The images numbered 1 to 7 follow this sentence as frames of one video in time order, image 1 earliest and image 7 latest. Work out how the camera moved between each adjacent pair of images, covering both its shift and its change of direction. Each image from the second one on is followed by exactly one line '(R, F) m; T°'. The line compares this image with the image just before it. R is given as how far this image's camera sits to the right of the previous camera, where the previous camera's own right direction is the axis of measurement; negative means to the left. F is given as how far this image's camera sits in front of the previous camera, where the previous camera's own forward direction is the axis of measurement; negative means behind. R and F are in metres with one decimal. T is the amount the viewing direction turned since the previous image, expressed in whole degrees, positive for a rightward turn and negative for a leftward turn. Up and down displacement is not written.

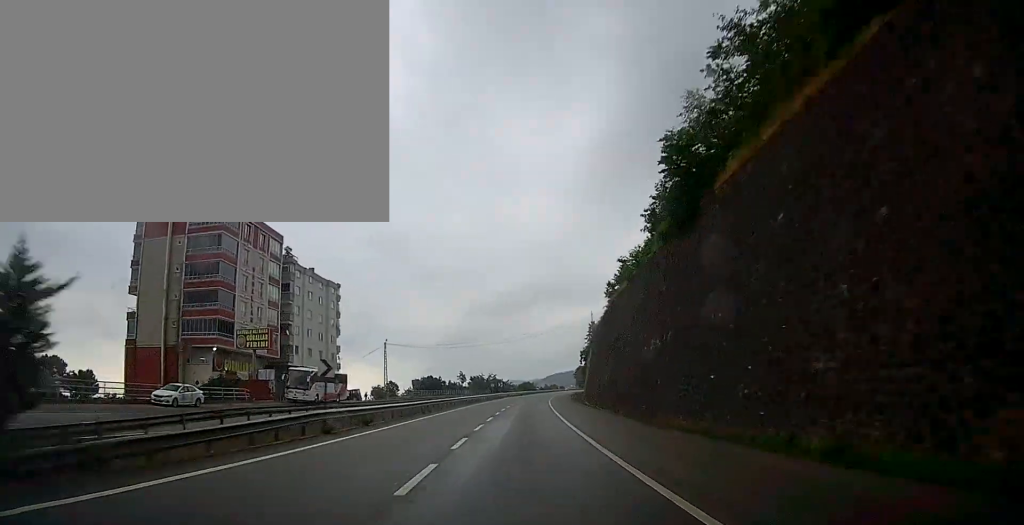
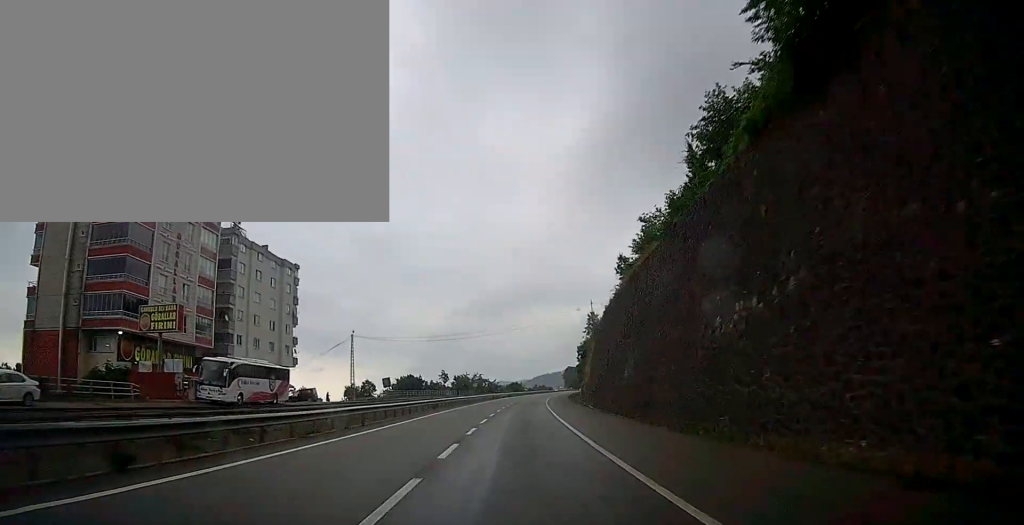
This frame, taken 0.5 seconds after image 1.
(+0.2, +14.7) m; +2°
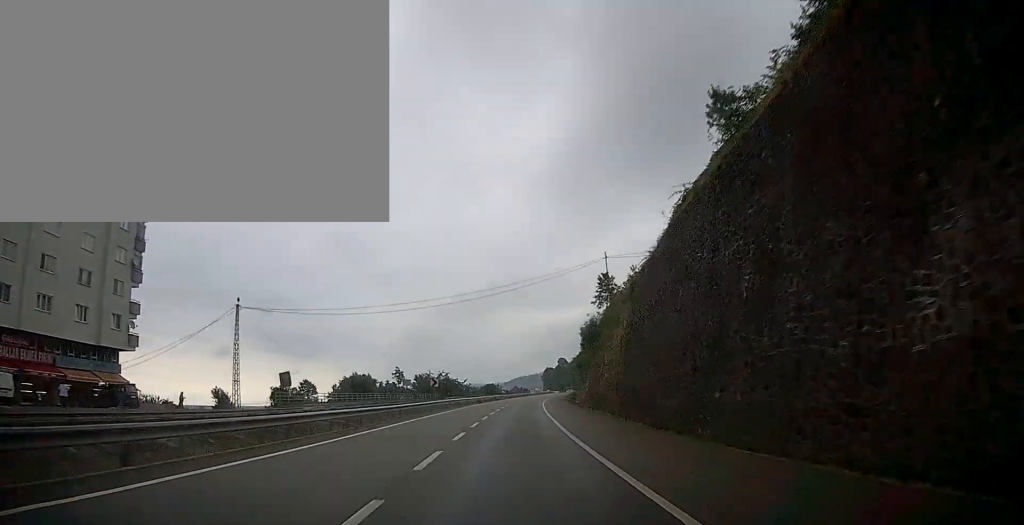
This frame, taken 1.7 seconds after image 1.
(+0.8, +33.4) m; +3°
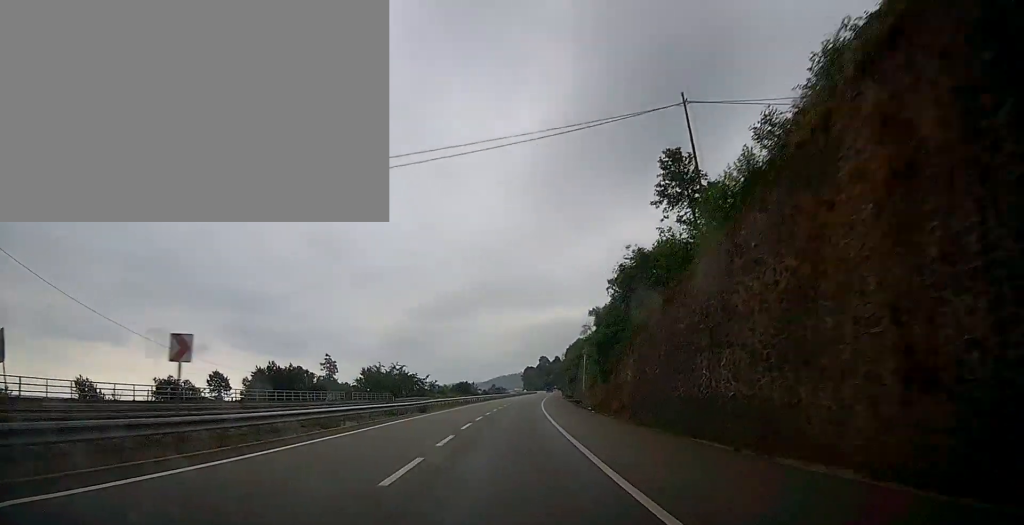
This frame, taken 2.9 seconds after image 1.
(+0.9, +33.5) m; +3°
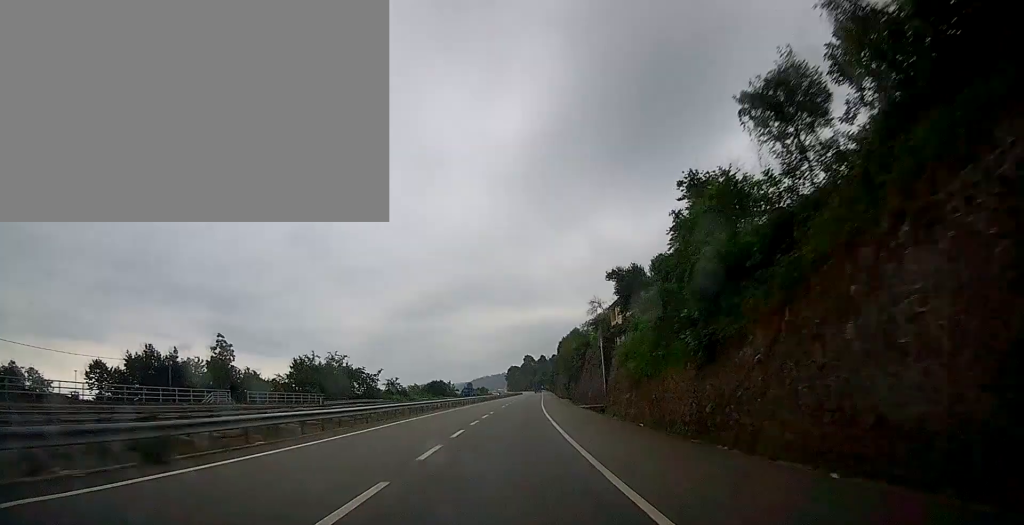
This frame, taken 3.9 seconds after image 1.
(+0.7, +28.0) m; +1°
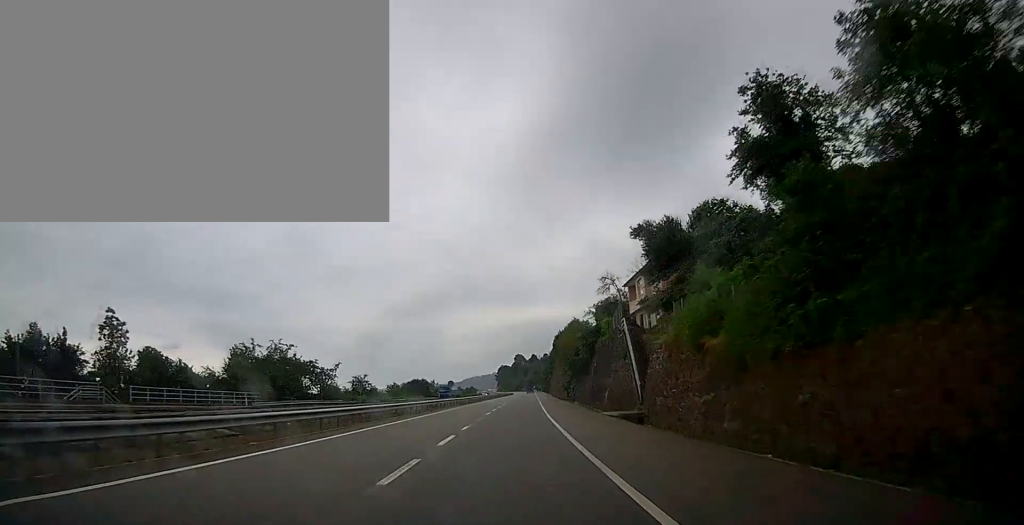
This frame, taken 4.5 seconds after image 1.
(0.0, +16.0) m; 0°
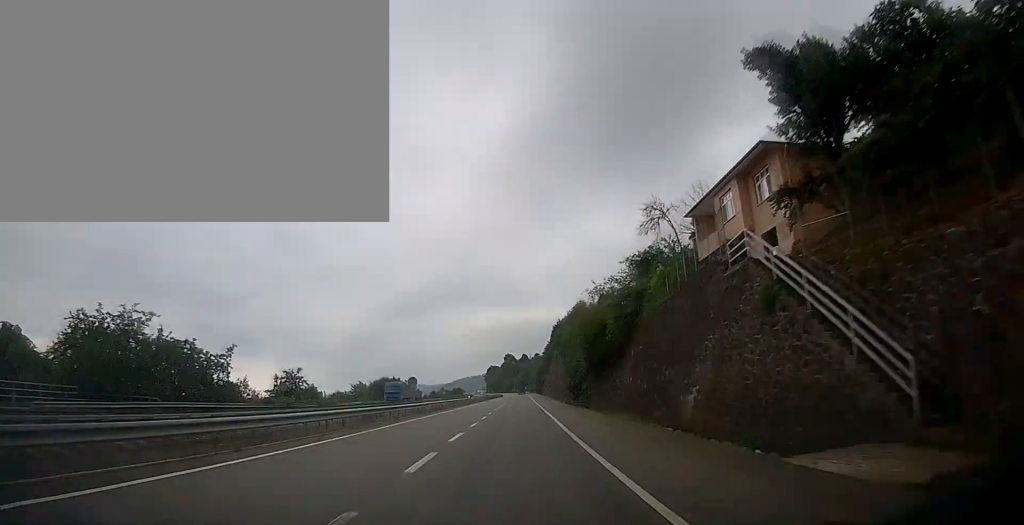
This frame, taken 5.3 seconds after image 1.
(0.0, +23.7) m; +1°
